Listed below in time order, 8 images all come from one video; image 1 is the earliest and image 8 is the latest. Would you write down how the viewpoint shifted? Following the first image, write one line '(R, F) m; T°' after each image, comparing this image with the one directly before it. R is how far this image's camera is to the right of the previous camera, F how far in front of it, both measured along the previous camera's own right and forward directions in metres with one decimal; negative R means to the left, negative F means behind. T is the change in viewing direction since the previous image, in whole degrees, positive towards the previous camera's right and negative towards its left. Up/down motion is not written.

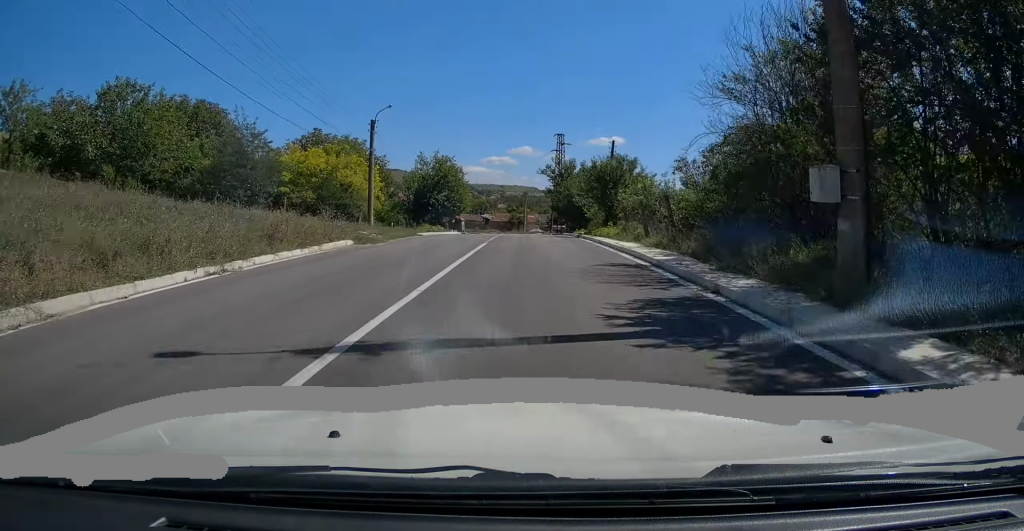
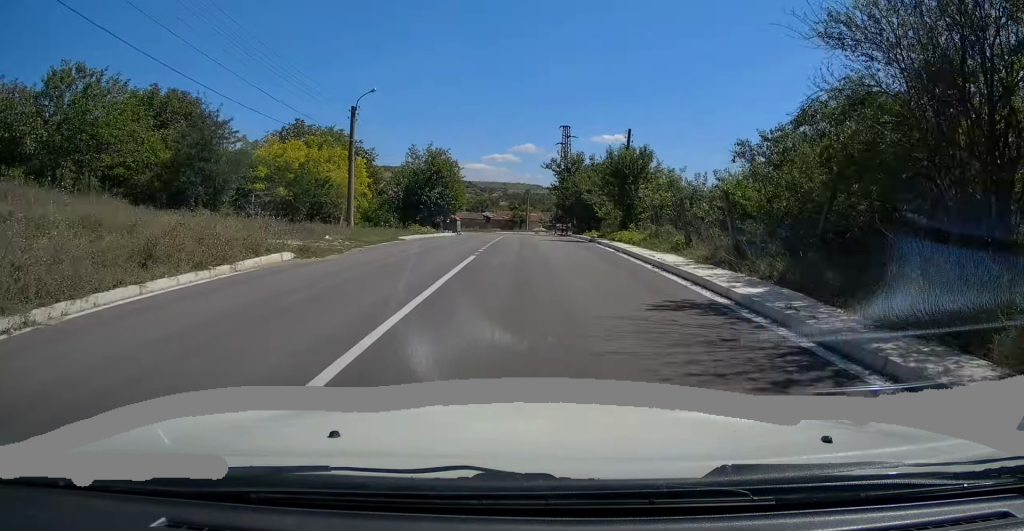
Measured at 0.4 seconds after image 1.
(-0.1, +5.2) m; 0°
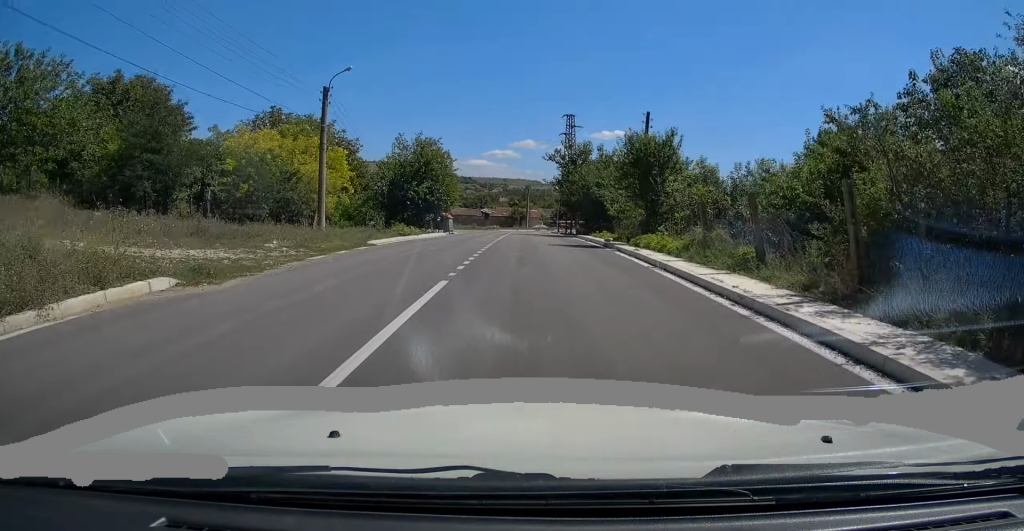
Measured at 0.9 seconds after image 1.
(0.0, +5.1) m; 0°
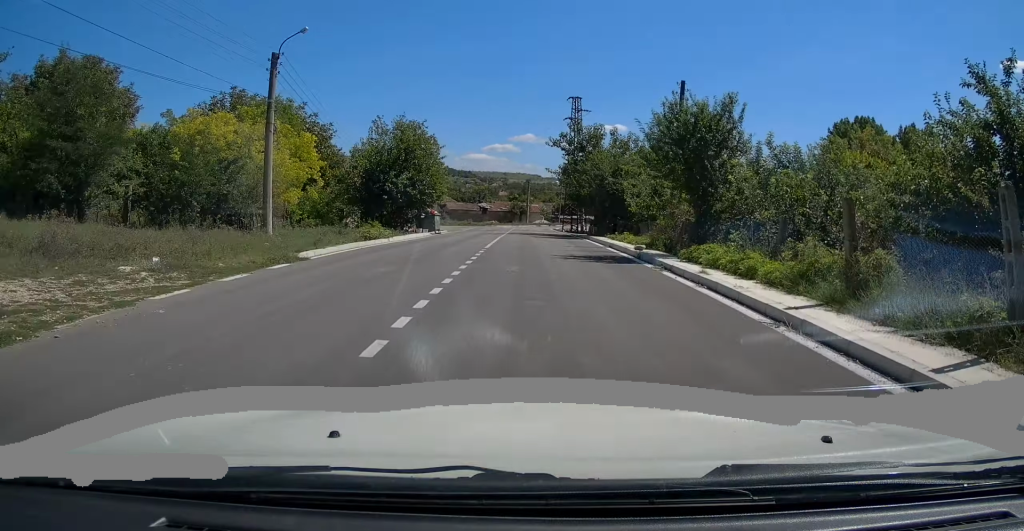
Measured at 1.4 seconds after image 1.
(0.0, +6.5) m; +1°
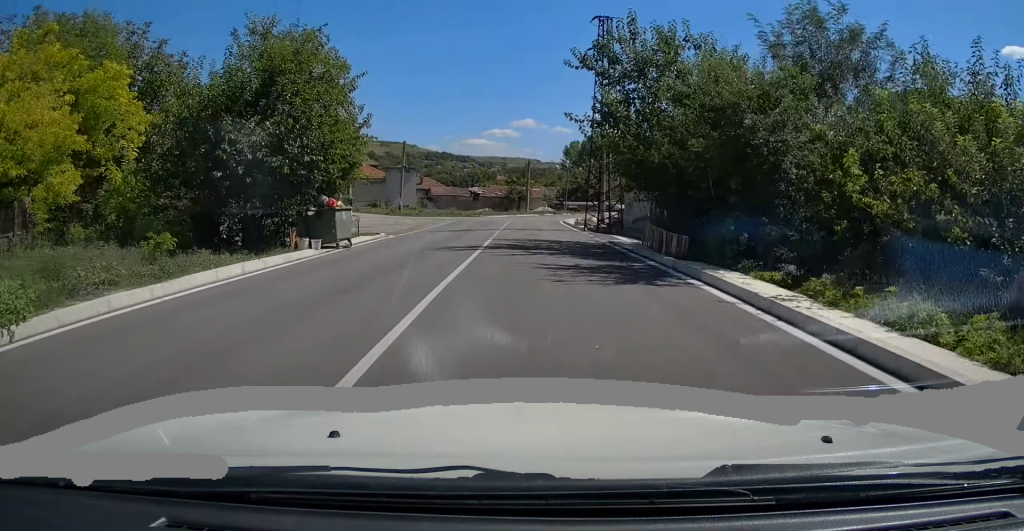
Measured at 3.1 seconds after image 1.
(0.0, +18.2) m; -1°
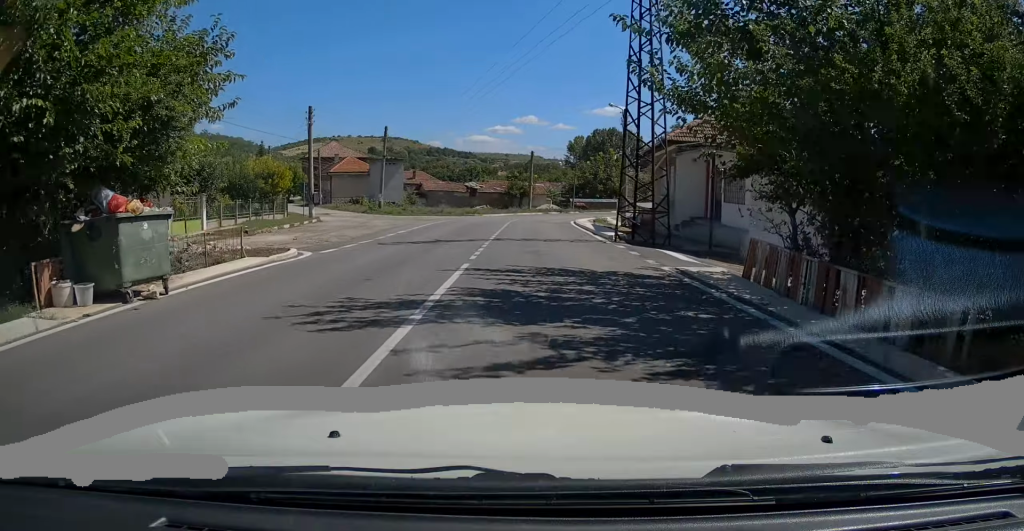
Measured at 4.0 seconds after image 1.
(-0.2, +9.5) m; -1°
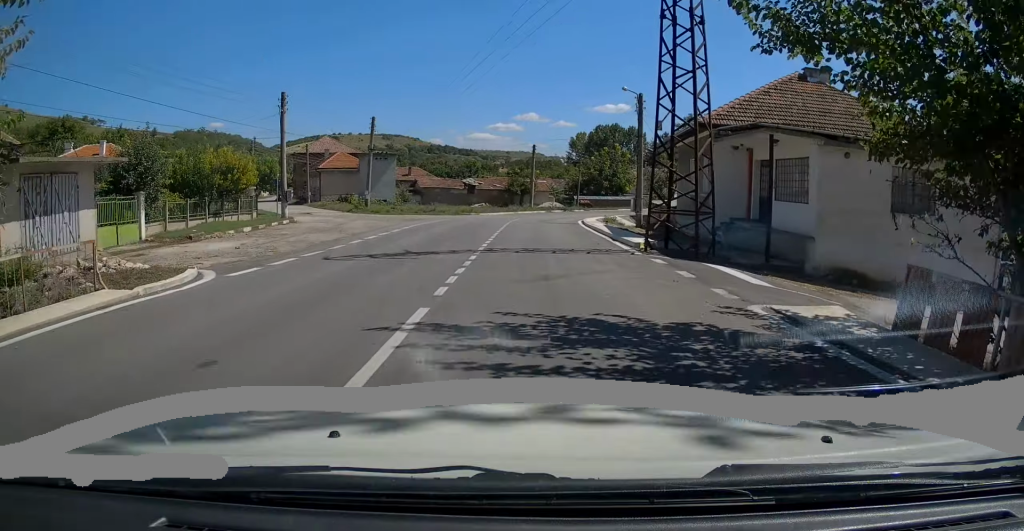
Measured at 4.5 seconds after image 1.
(0.0, +4.9) m; 0°
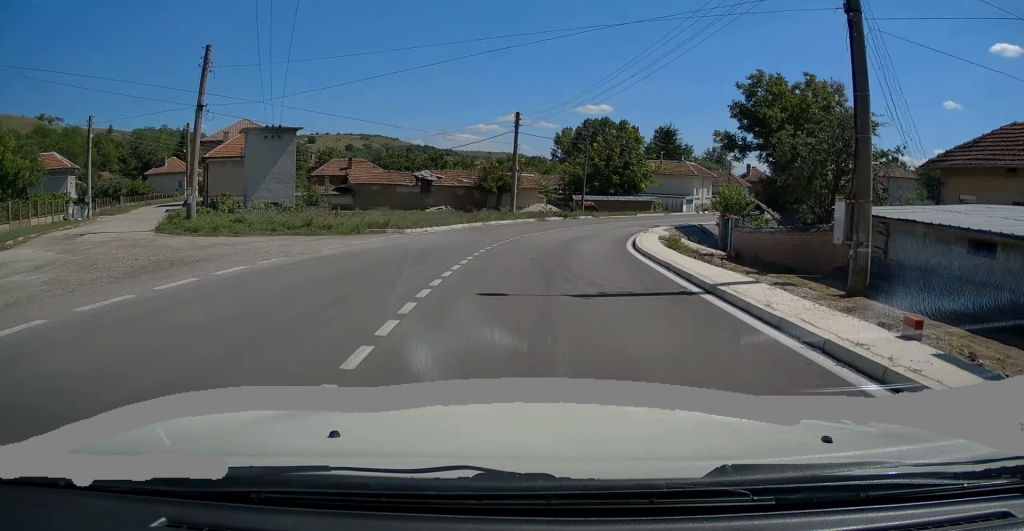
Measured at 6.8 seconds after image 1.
(+0.8, +24.5) m; +4°
